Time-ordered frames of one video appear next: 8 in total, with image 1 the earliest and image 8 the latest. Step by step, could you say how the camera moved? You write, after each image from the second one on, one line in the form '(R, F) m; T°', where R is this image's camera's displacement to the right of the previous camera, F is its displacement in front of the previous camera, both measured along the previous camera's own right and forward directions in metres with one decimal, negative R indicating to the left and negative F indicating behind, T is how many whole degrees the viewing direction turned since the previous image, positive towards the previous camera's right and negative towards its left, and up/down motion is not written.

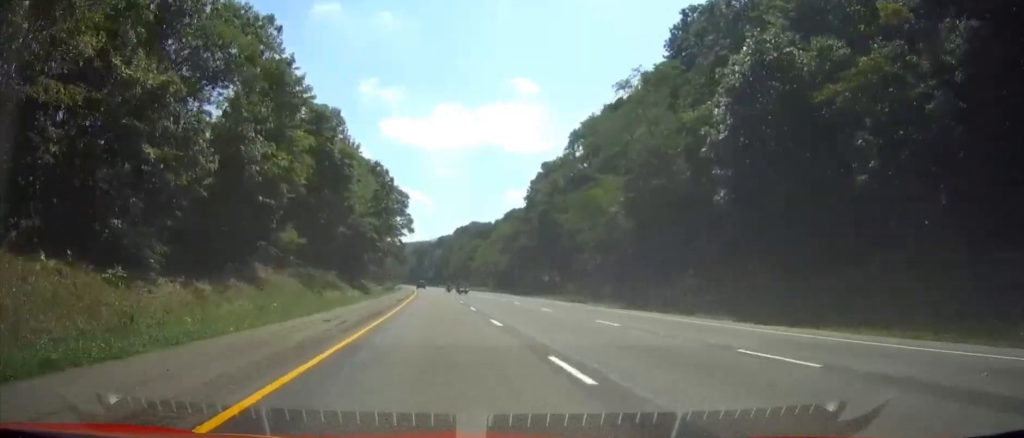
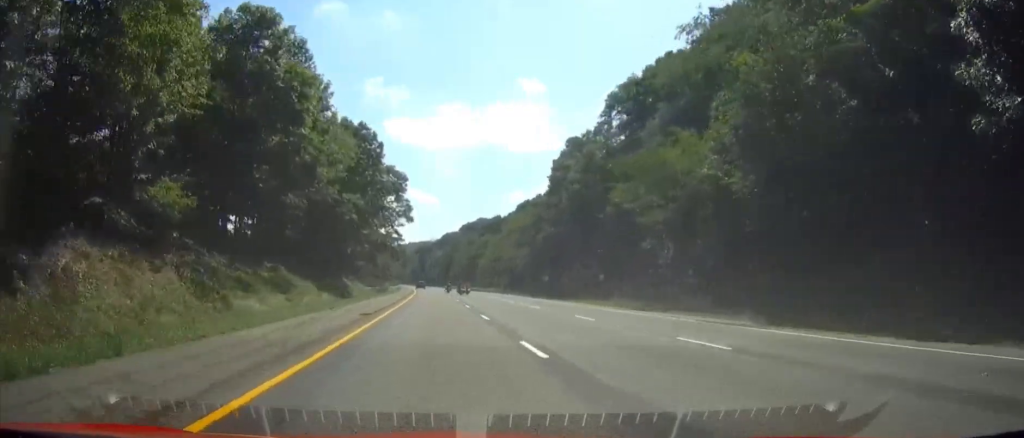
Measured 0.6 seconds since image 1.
(0.0, +21.4) m; 0°
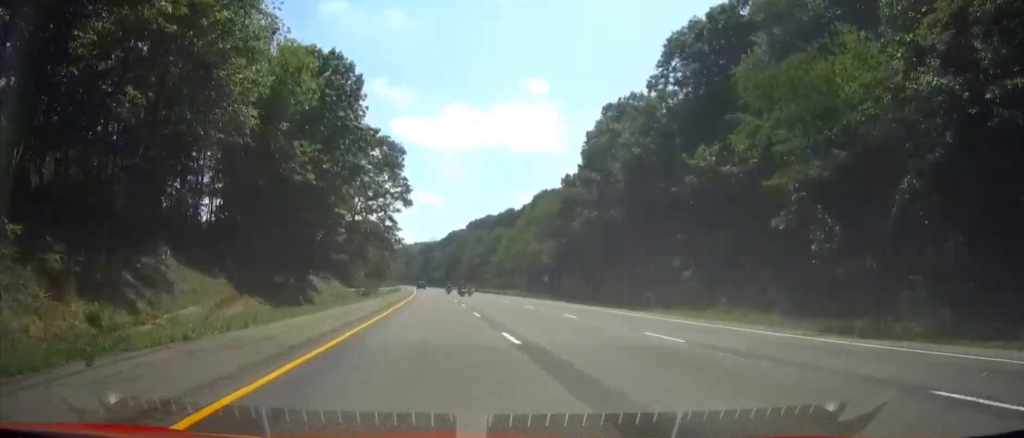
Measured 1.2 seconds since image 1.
(-0.1, +21.3) m; -1°
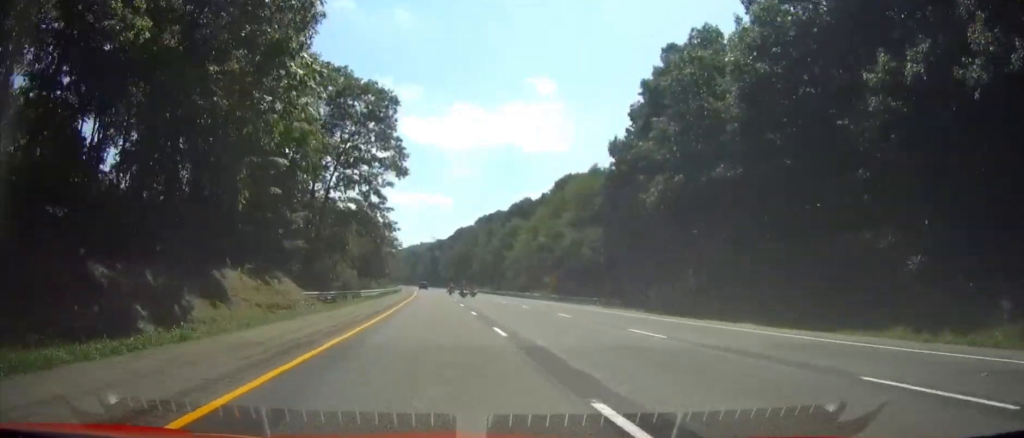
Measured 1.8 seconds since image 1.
(-0.1, +22.5) m; -1°
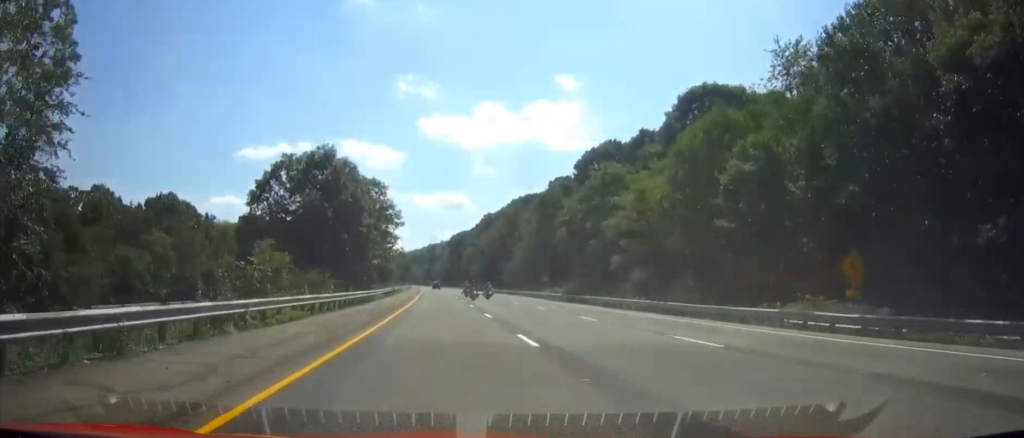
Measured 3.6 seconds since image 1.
(-1.0, +63.7) m; -2°
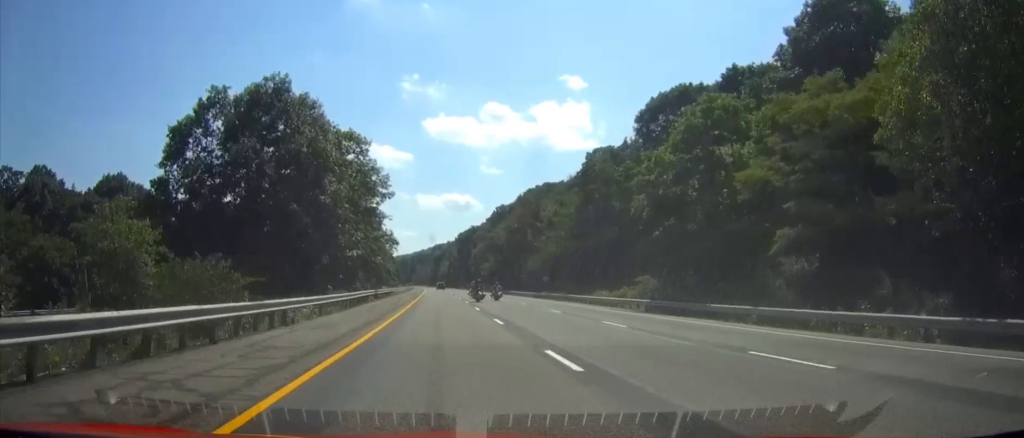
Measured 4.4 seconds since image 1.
(-0.1, +28.3) m; -1°
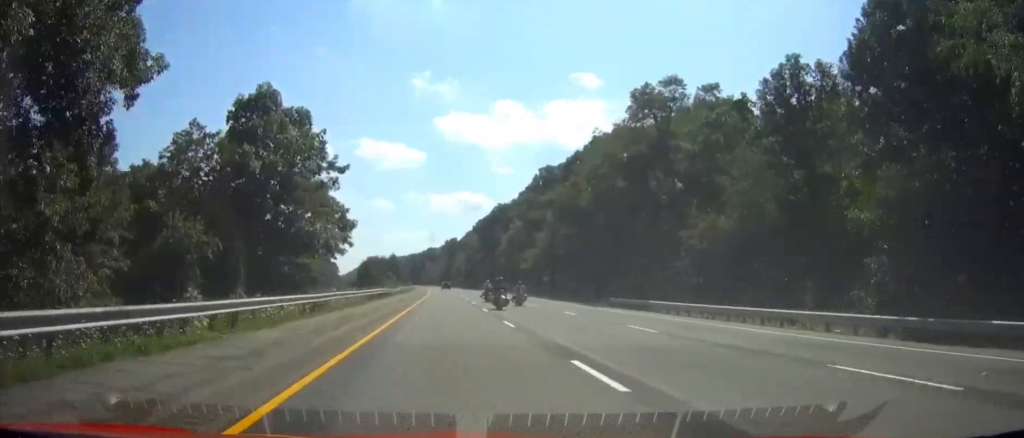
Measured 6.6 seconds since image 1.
(-0.6, +75.3) m; -1°
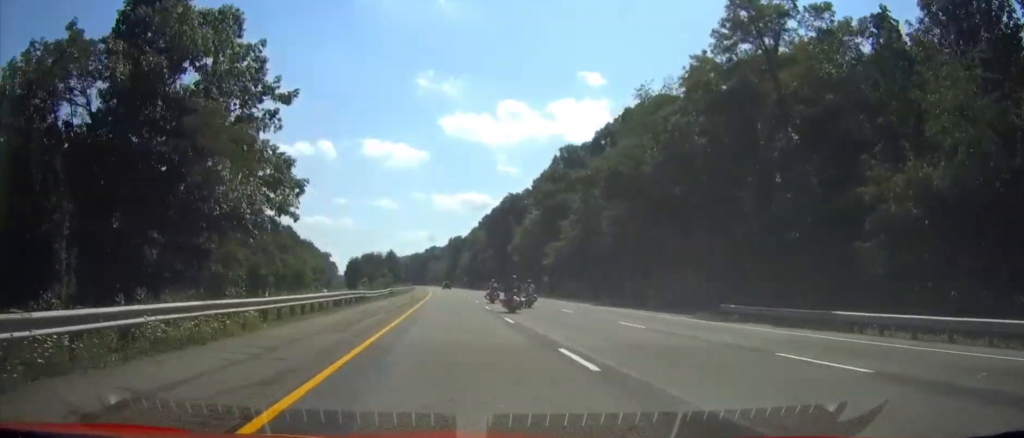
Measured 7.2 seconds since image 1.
(-0.2, +22.4) m; 0°
